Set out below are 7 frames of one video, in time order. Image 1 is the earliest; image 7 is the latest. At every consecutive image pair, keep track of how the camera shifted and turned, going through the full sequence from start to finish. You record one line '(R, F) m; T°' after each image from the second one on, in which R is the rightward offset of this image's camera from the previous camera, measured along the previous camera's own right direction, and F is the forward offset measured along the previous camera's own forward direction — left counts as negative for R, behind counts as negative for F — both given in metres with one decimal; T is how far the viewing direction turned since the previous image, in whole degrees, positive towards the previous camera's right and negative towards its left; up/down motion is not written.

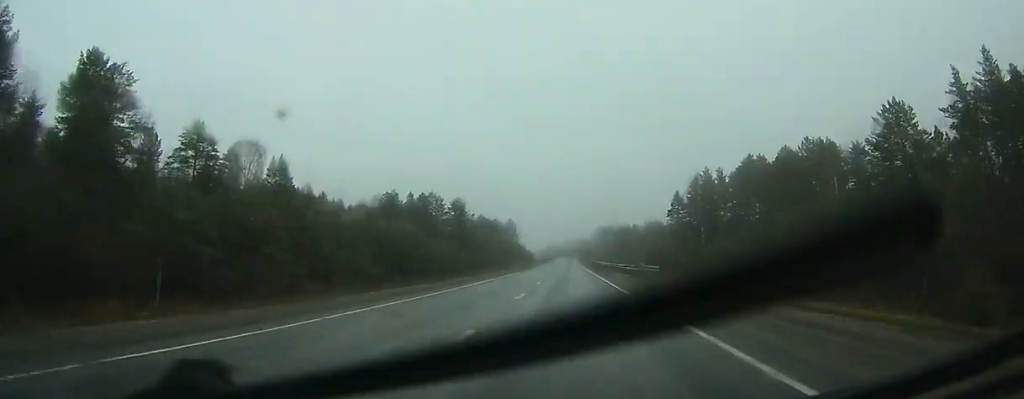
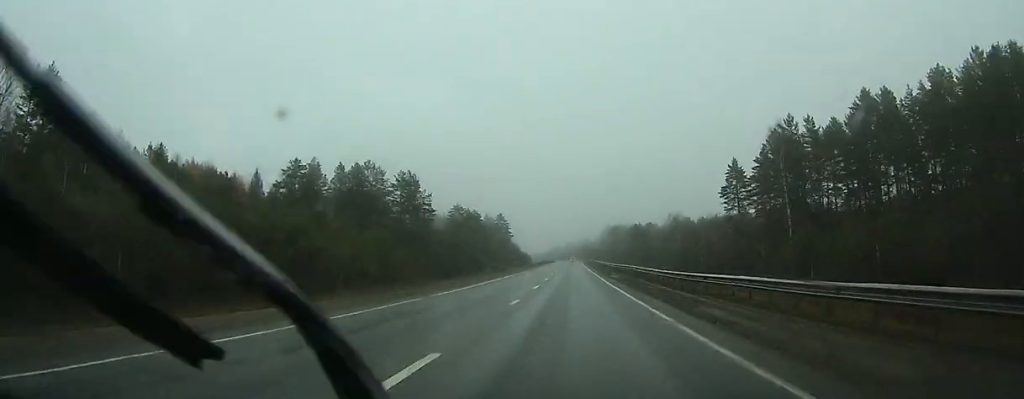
(0.0, +62.8) m; 0°
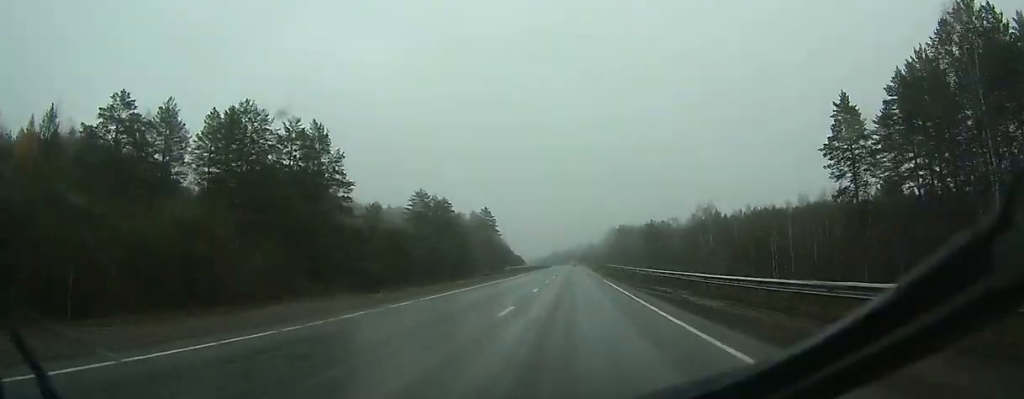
(-0.1, +51.2) m; 0°
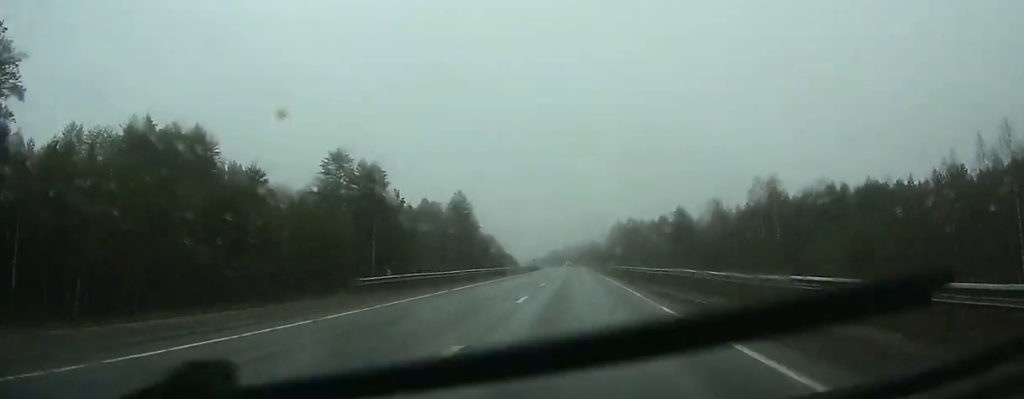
(0.0, +56.6) m; 0°
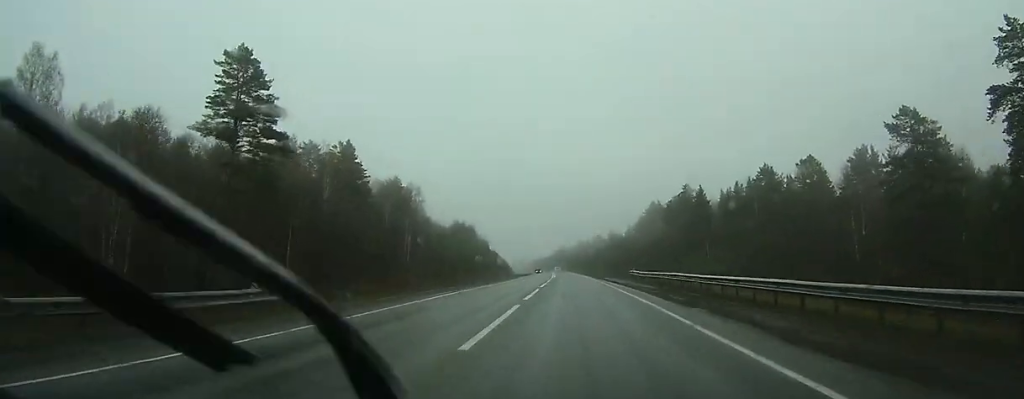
(-0.5, +129.2) m; -1°
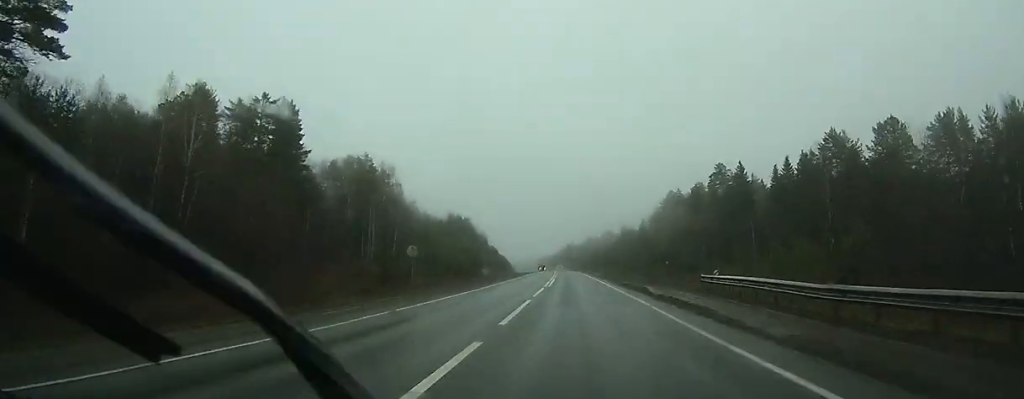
(-0.3, +31.7) m; -1°
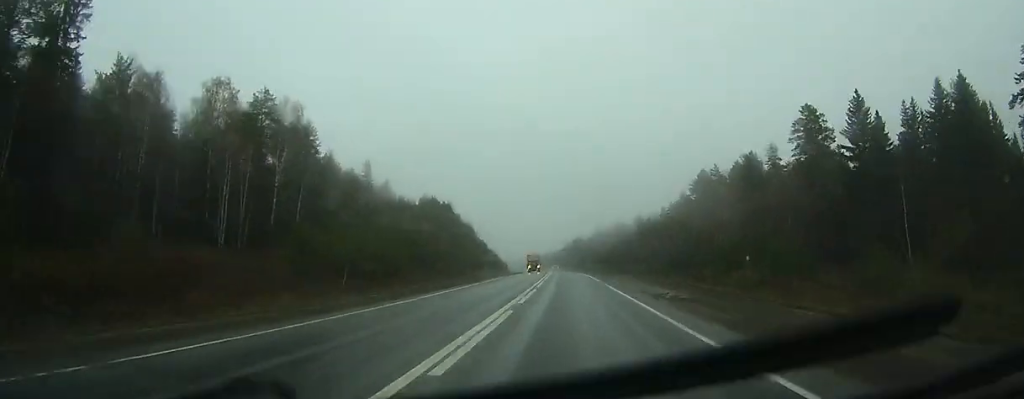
(-0.5, +52.1) m; -1°
